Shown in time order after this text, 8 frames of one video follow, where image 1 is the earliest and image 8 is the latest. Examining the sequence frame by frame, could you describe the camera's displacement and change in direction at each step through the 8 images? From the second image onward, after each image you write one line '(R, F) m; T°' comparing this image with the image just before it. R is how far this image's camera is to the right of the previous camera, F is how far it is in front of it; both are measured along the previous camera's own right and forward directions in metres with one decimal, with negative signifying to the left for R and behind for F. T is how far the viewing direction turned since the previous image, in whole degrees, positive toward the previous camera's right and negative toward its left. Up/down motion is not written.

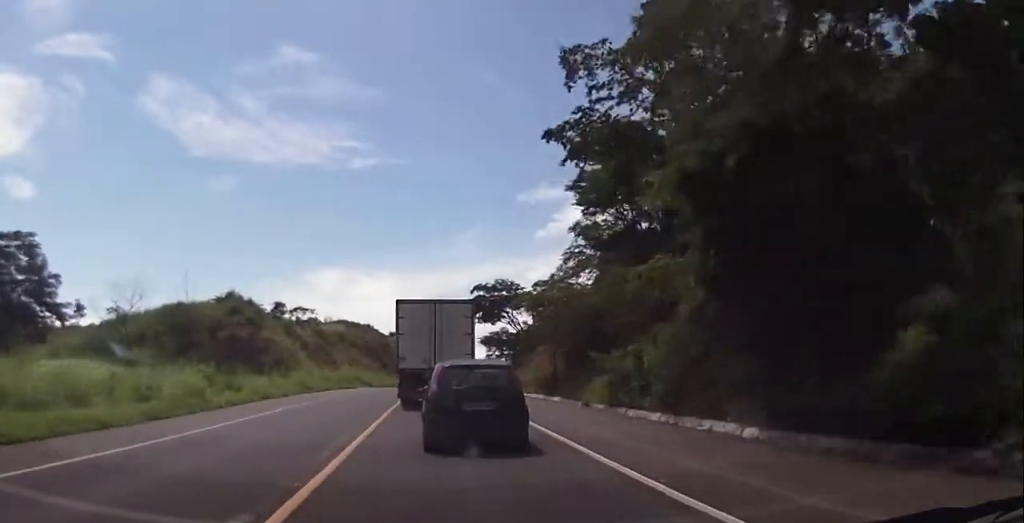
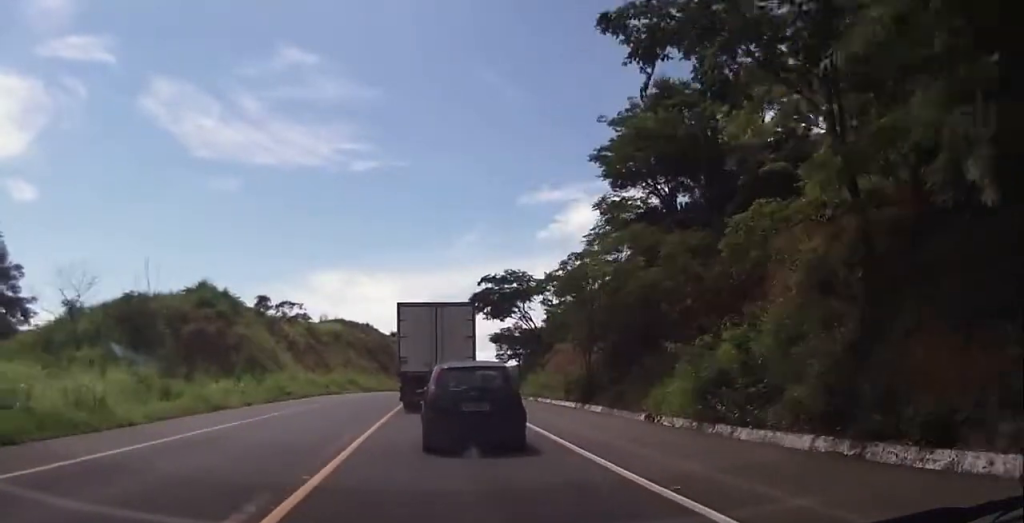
(-0.2, +8.0) m; -1°
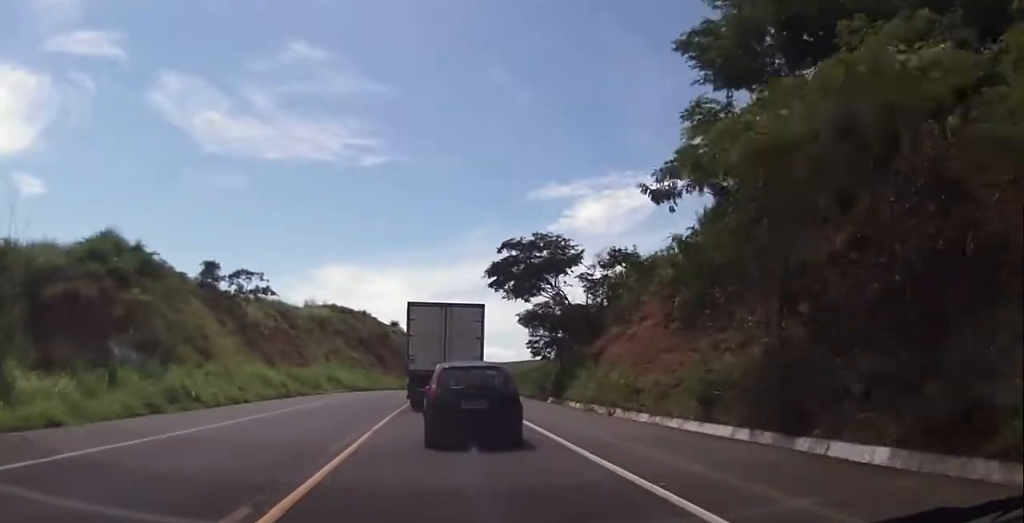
(0.0, +17.0) m; 0°
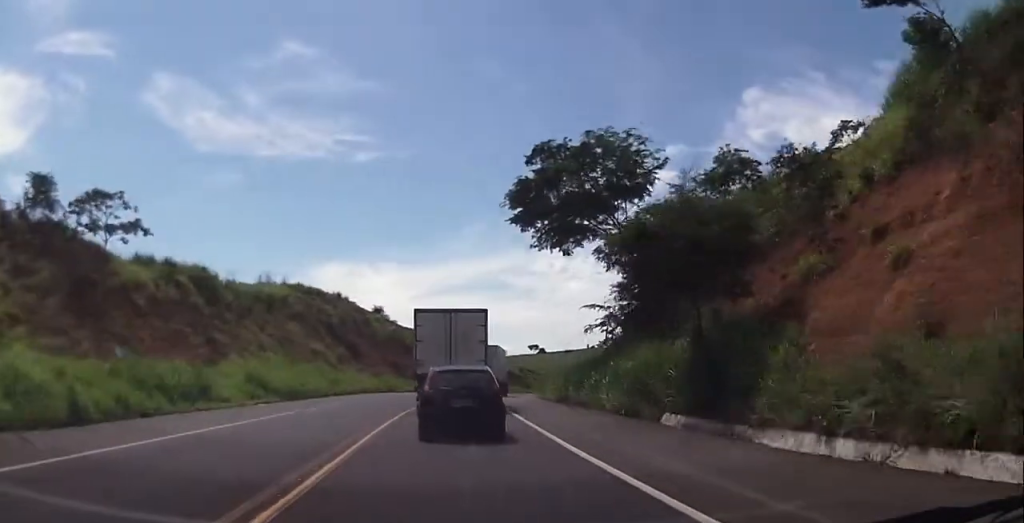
(+0.5, +22.1) m; +2°
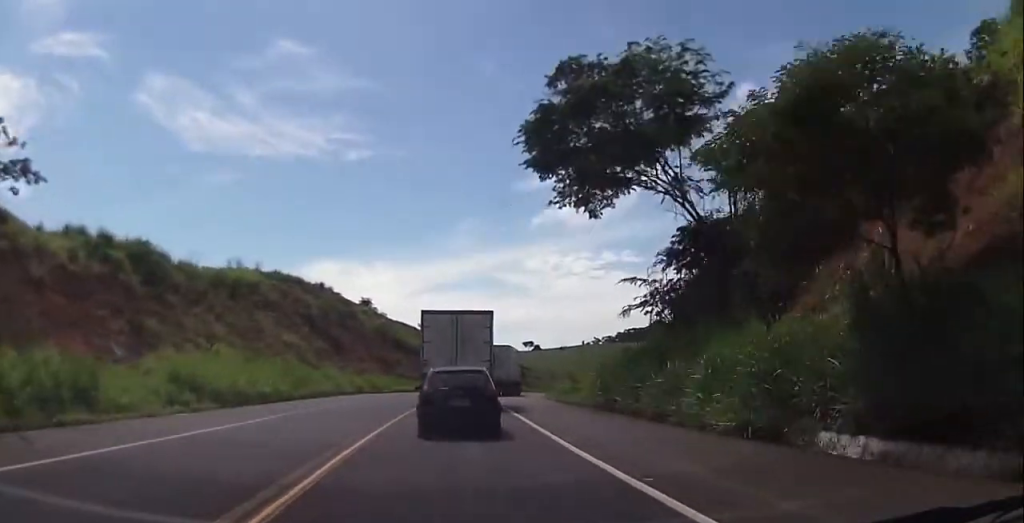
(+0.3, +8.8) m; 0°
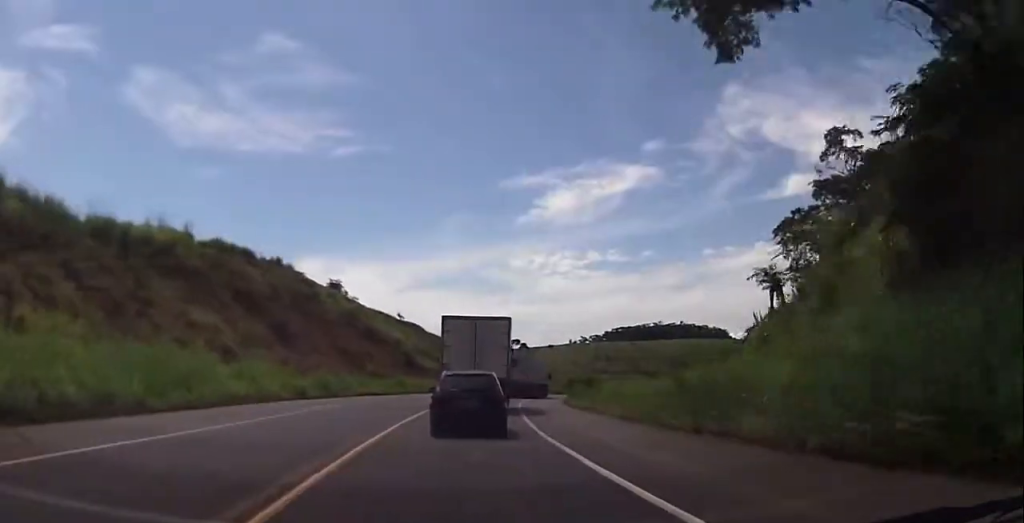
(-0.5, +16.1) m; -1°
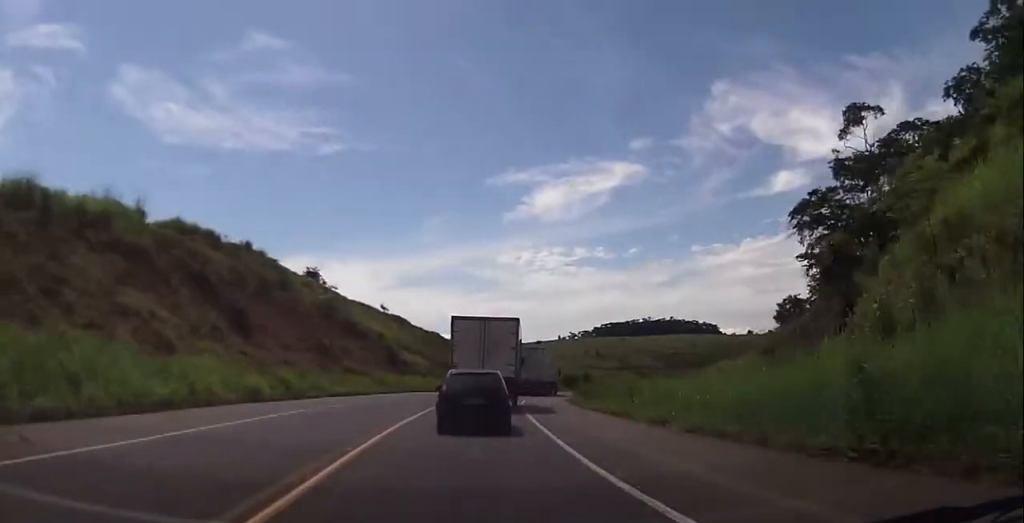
(-0.1, +6.9) m; +2°
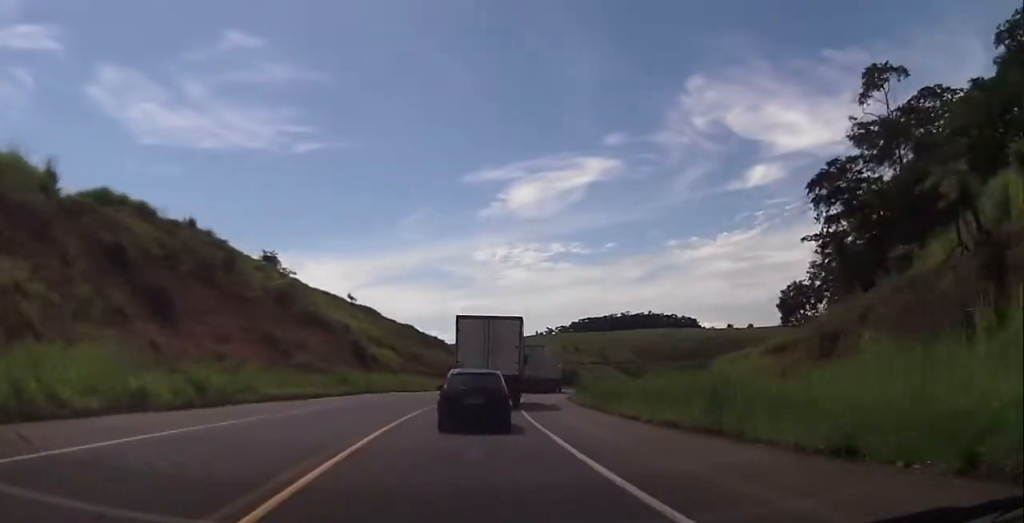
(+0.1, +9.0) m; +2°
